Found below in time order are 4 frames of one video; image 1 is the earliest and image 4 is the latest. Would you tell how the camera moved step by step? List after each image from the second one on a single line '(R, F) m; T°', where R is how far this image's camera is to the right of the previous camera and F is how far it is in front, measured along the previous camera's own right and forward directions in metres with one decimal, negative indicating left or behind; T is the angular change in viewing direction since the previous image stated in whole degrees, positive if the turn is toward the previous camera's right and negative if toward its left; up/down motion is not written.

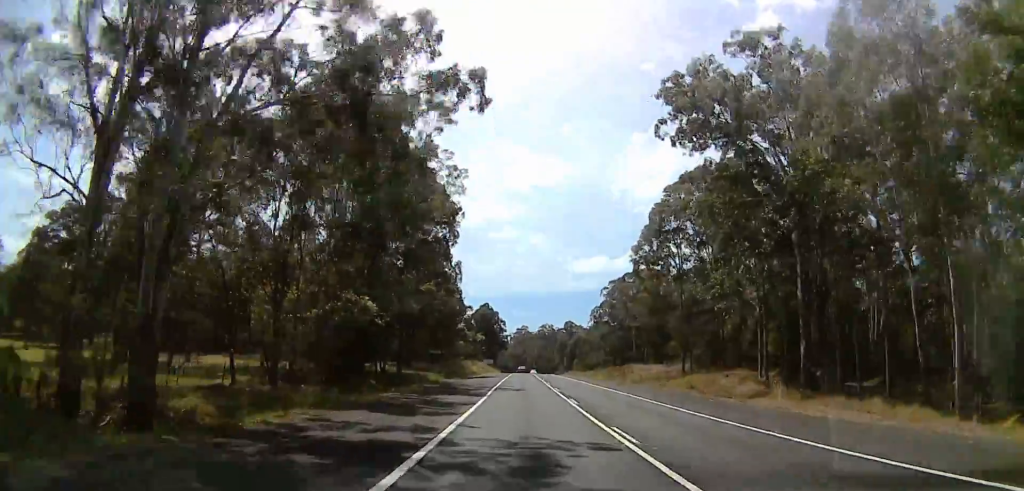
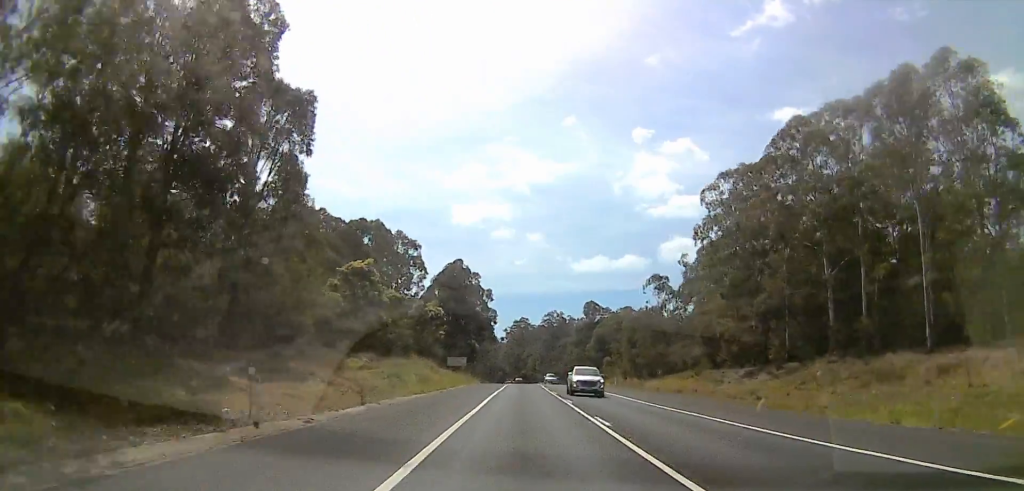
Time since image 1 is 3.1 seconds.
(0.0, +79.1) m; 0°
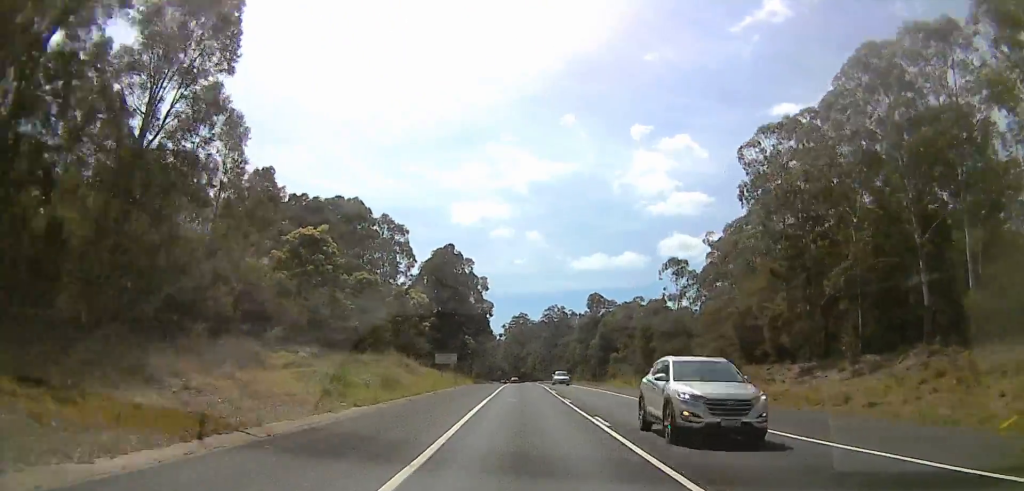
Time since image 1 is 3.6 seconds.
(0.0, +11.8) m; 0°
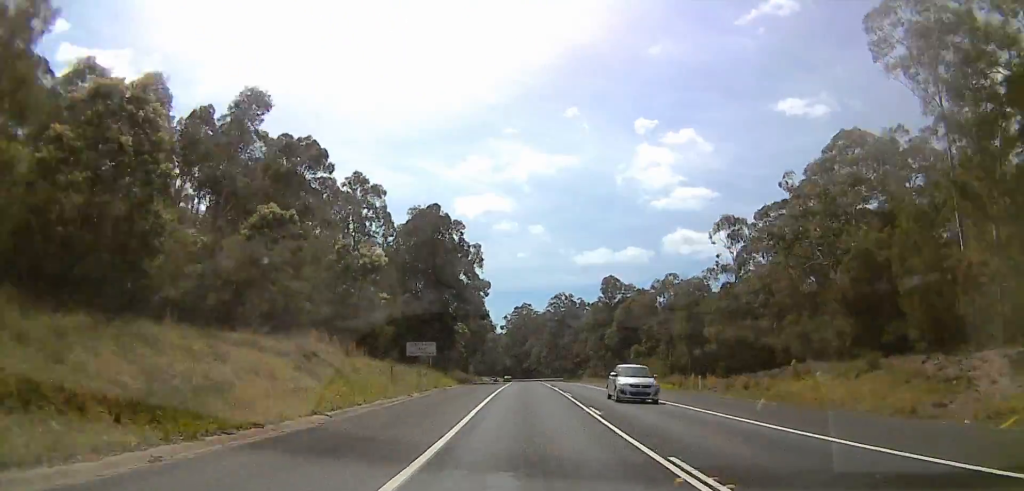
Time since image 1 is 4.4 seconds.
(0.0, +21.2) m; 0°
